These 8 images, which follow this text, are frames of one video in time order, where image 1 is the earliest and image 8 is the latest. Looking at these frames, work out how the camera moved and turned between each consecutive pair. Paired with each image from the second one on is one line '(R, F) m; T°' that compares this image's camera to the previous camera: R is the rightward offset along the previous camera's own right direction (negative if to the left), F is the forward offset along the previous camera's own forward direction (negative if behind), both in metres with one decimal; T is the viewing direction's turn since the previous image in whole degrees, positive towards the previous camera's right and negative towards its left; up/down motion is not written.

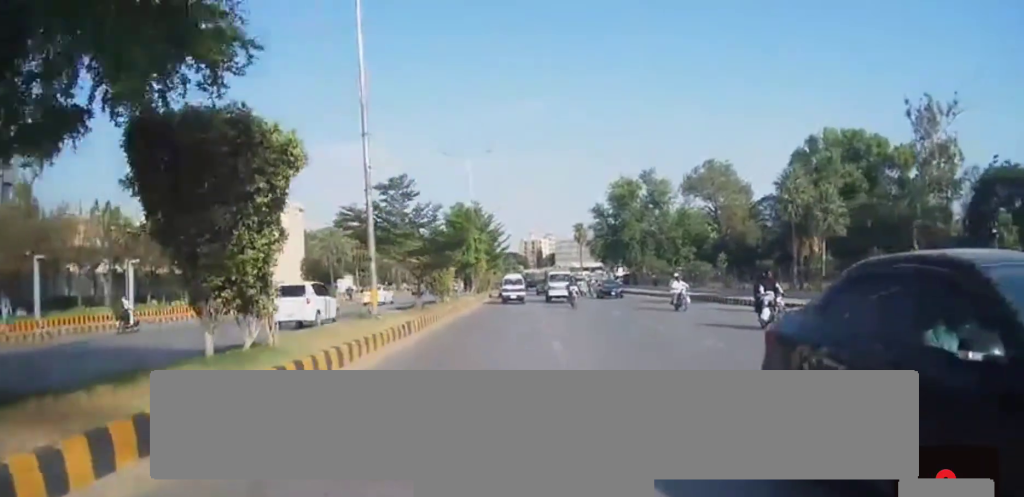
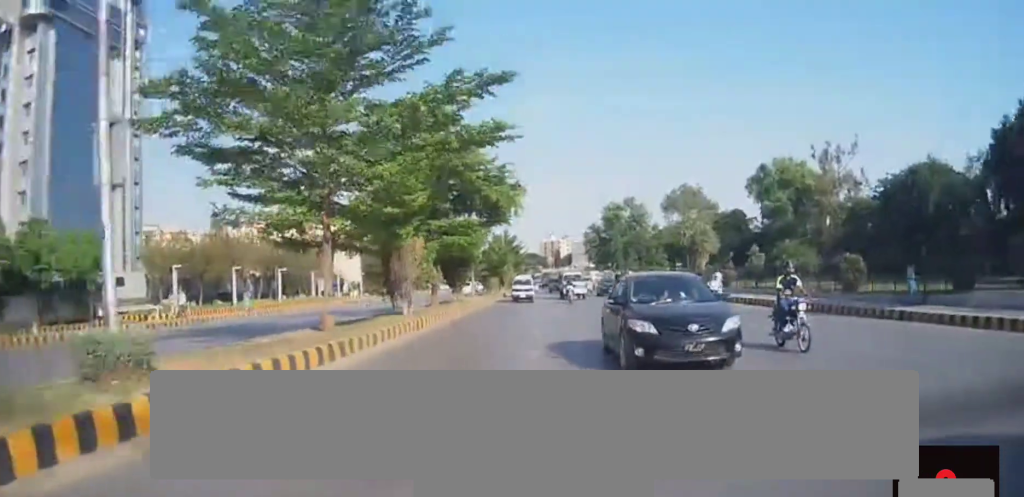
(-0.6, +28.2) m; -3°
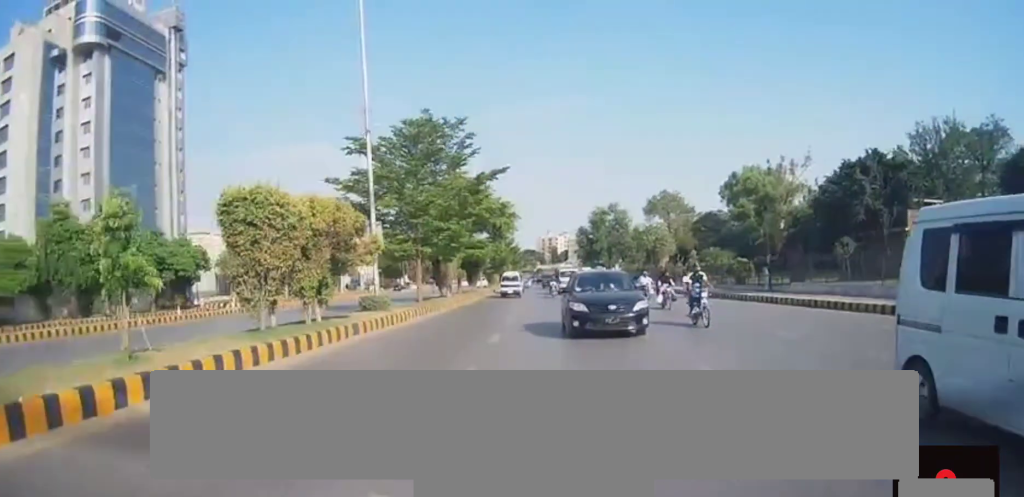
(-0.1, +15.6) m; 0°
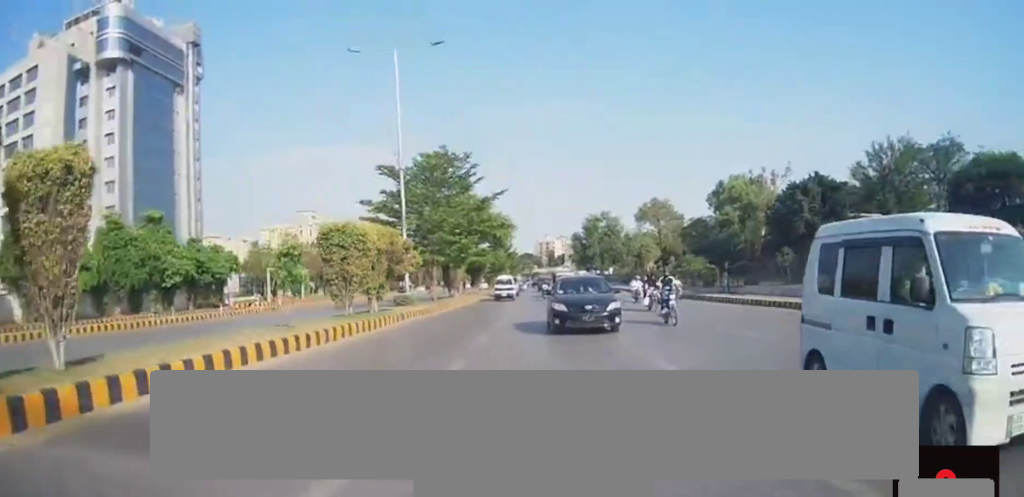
(0.0, +7.4) m; +1°
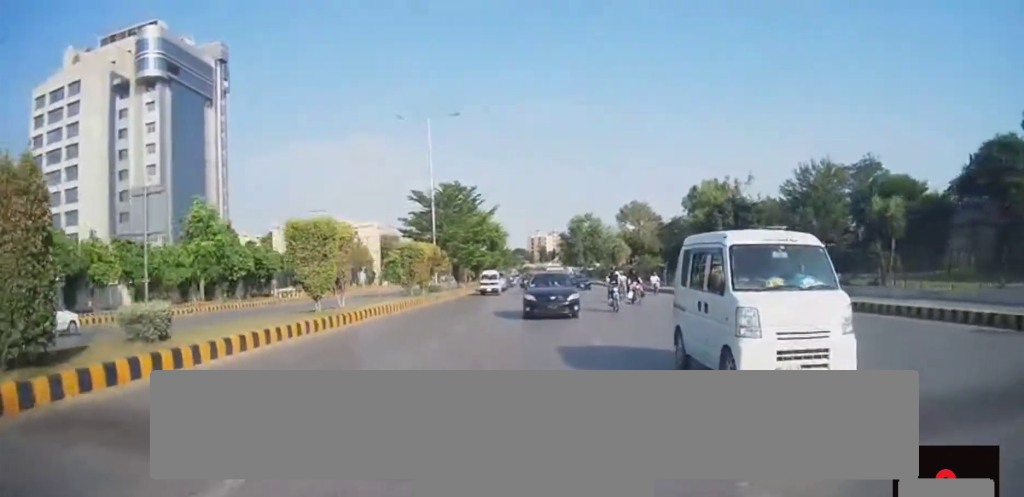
(+0.2, +15.0) m; +1°
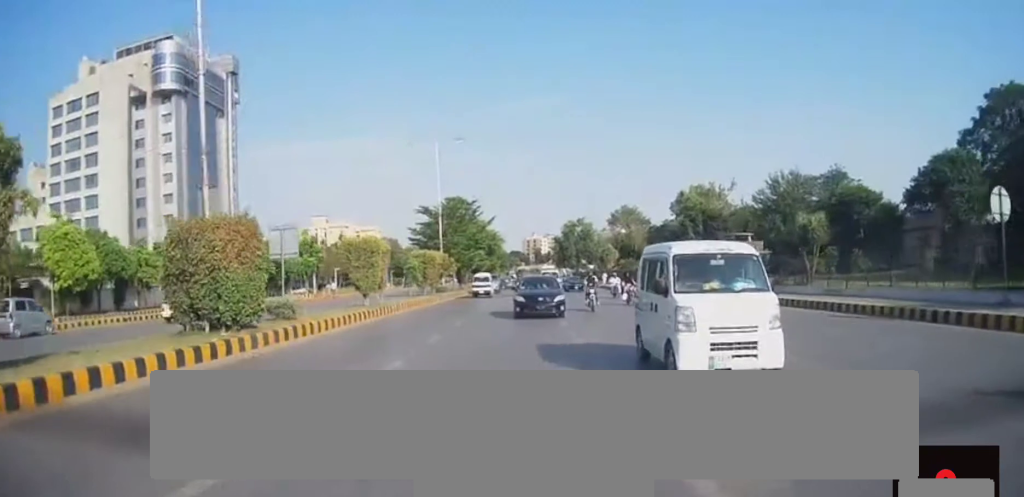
(0.0, +7.0) m; 0°
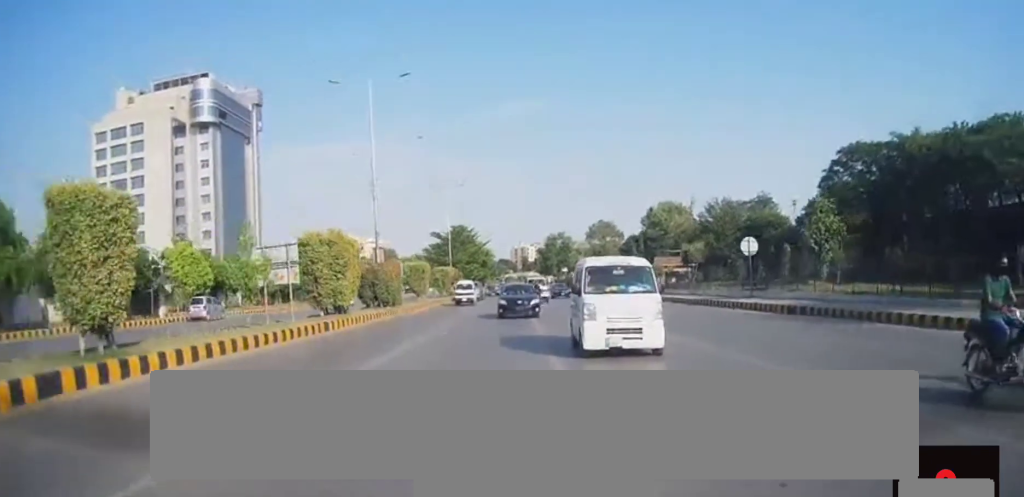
(0.0, +20.5) m; +1°
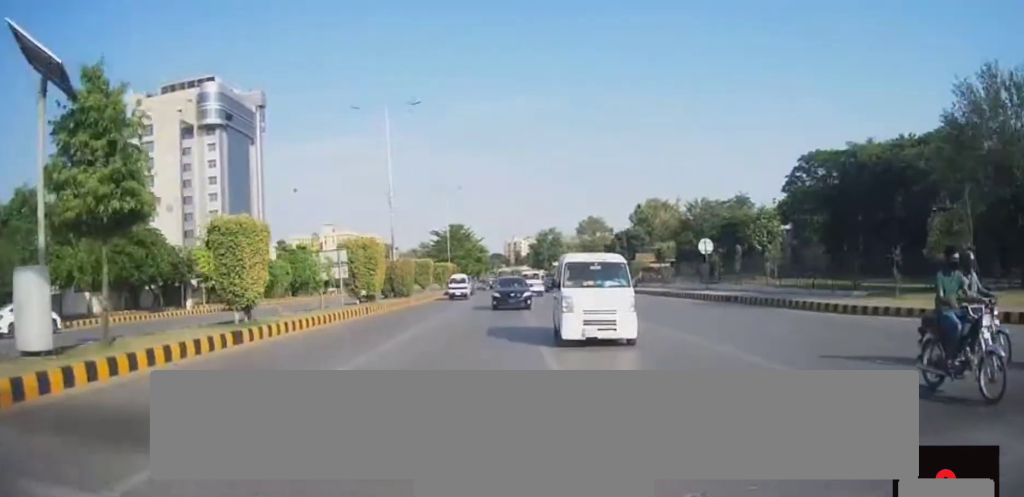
(+0.2, +7.4) m; +1°
